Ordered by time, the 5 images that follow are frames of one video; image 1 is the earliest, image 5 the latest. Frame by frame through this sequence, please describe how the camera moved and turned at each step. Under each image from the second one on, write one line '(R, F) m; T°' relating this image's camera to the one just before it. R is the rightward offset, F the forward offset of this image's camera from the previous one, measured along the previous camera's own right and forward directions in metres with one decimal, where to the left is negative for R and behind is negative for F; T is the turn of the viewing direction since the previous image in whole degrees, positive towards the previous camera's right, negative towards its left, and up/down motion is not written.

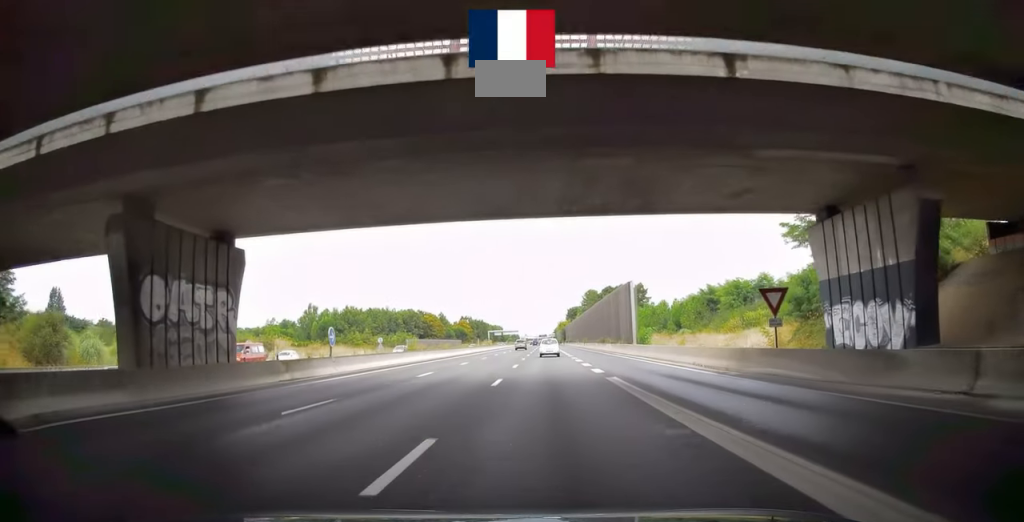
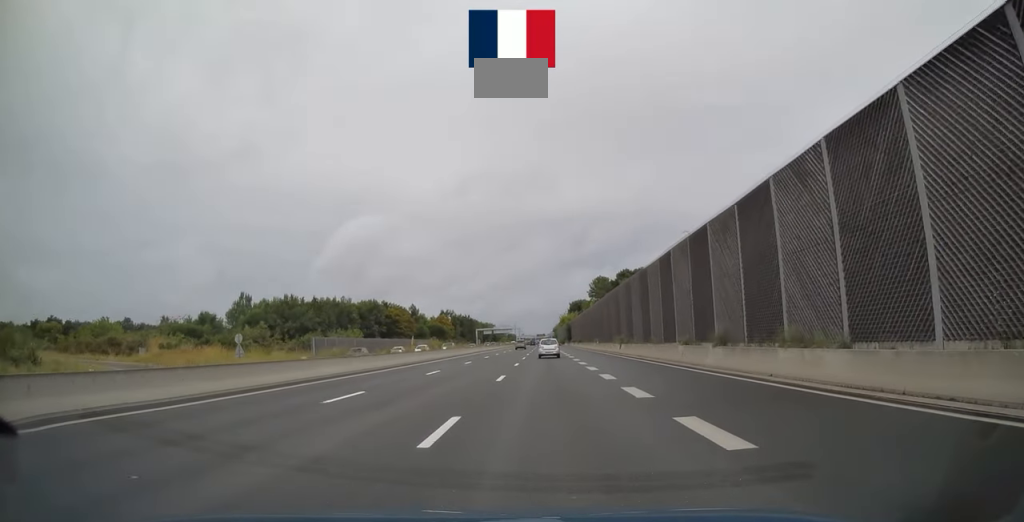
(+0.2, +49.7) m; 0°
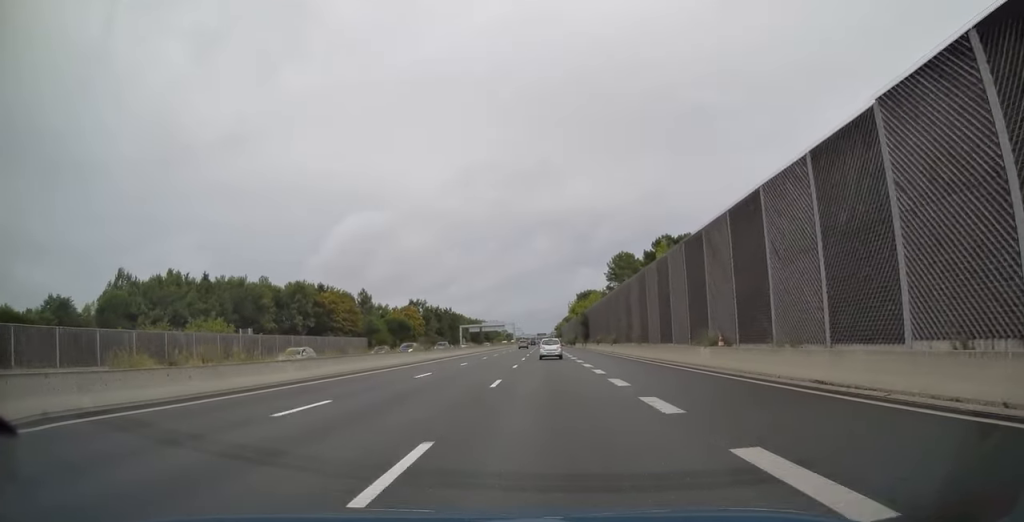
(-0.2, +55.0) m; -1°
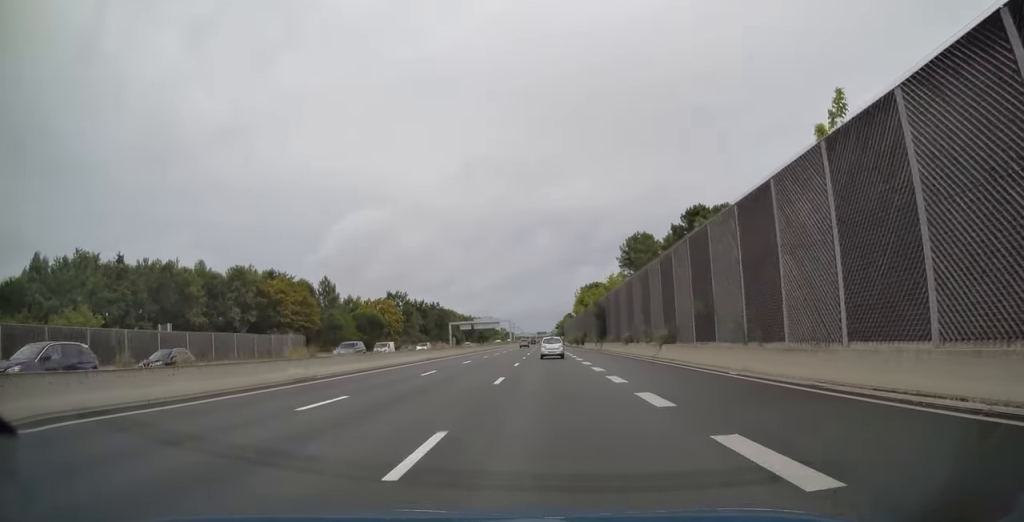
(-0.1, +25.2) m; 0°
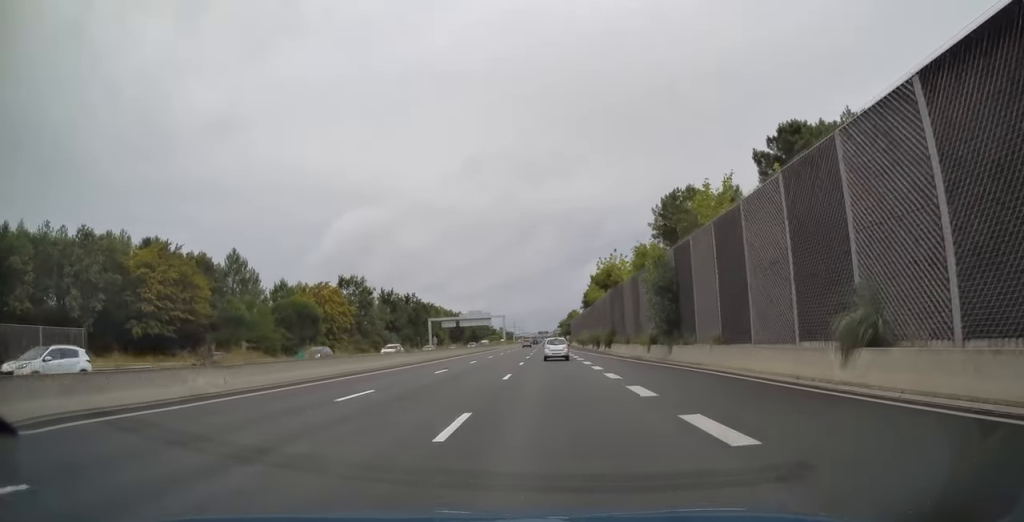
(0.0, +36.8) m; 0°
